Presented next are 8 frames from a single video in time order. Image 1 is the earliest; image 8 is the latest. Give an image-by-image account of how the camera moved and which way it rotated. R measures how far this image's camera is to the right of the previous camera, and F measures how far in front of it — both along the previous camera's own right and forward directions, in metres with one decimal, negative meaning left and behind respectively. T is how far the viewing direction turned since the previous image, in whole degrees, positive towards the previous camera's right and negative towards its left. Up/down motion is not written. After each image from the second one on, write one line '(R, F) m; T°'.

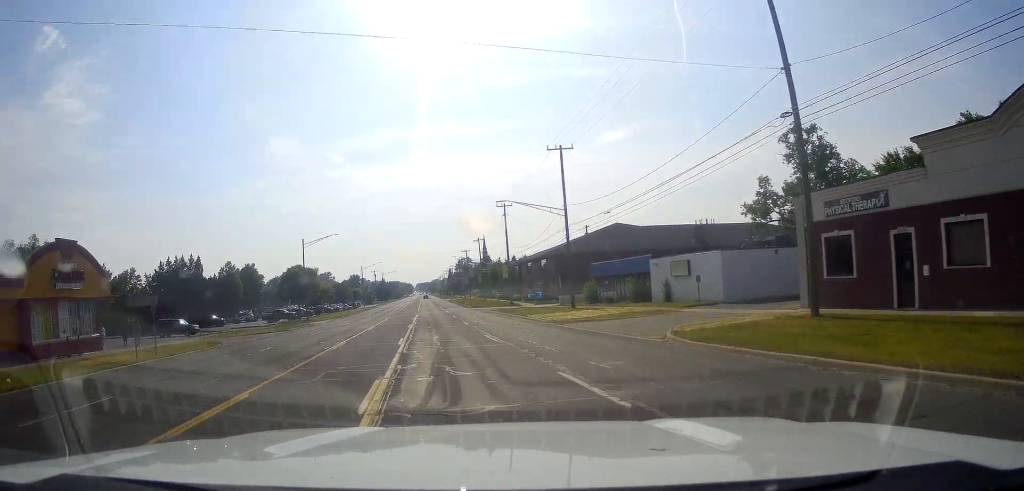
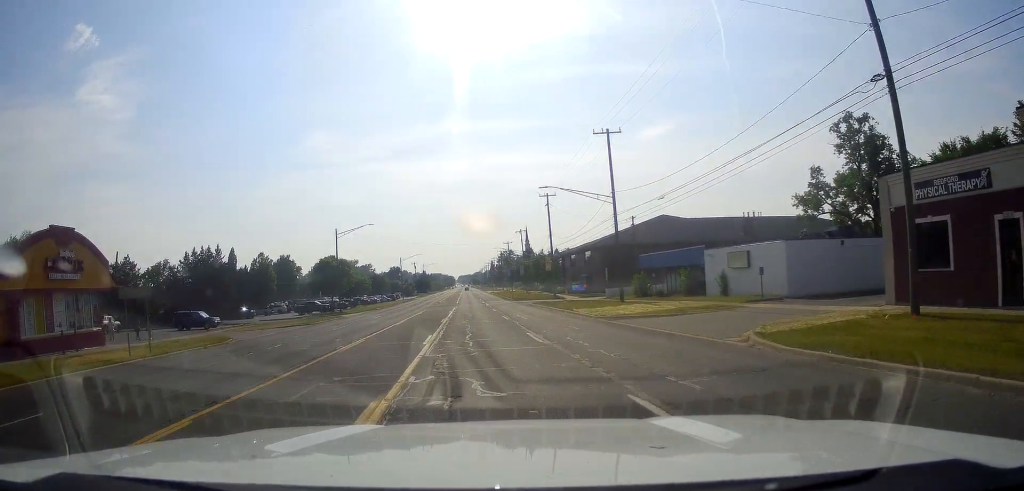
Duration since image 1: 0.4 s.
(-0.2, +4.0) m; -2°
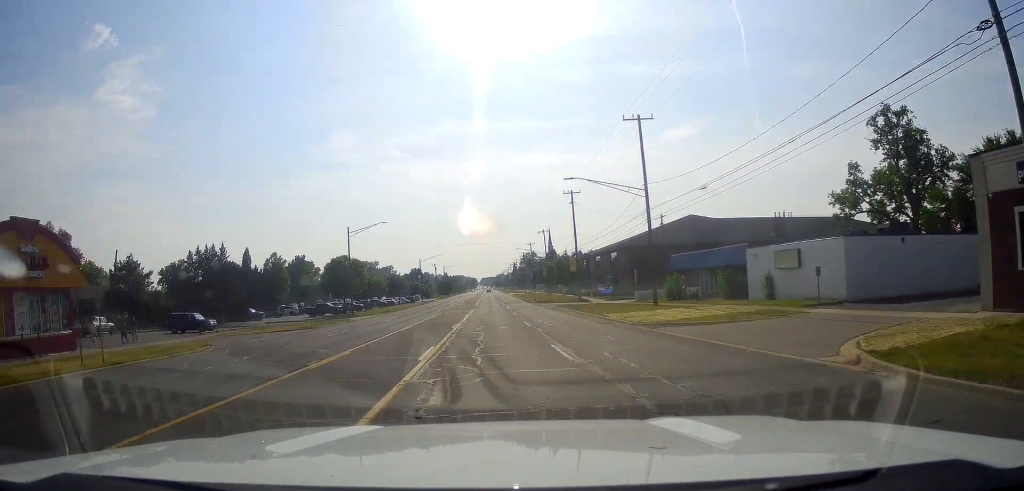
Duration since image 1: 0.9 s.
(-0.1, +4.7) m; -2°
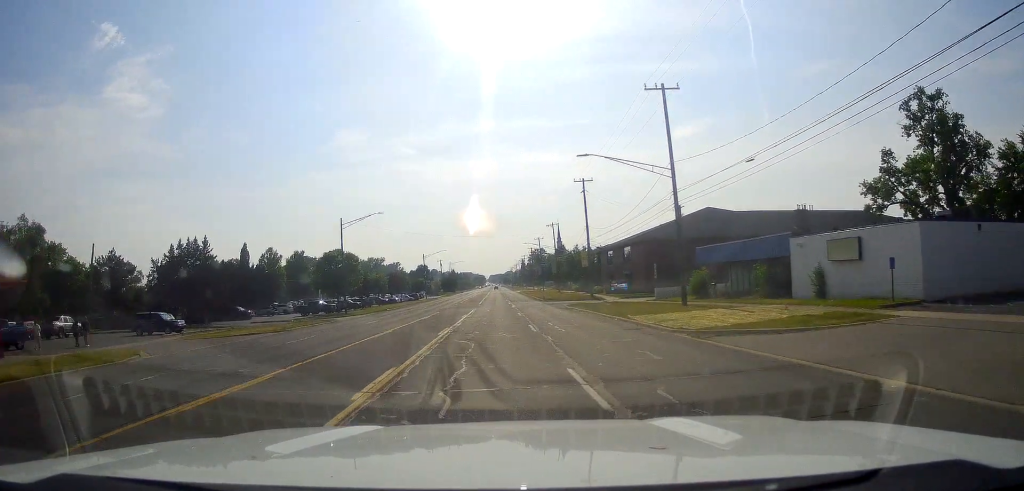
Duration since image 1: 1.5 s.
(0.0, +6.7) m; -4°
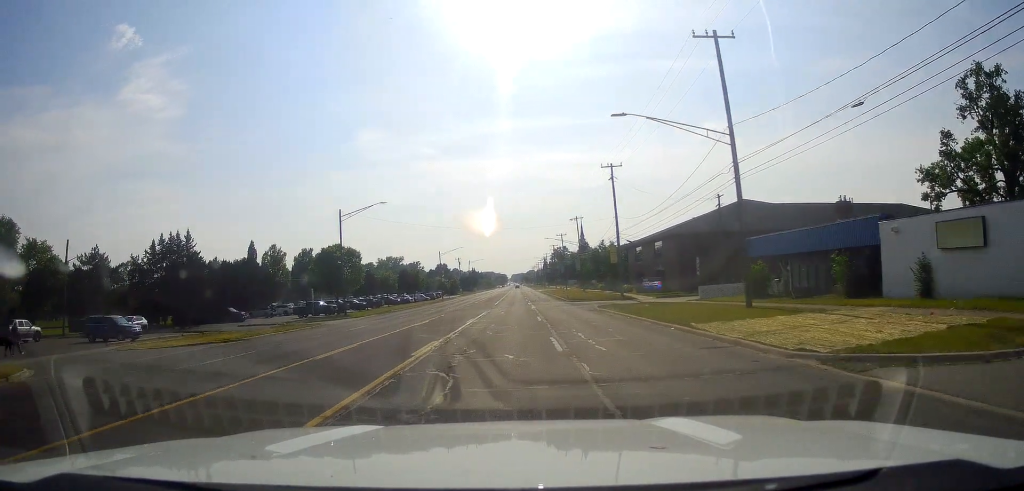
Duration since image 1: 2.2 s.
(-0.4, +8.6) m; -3°
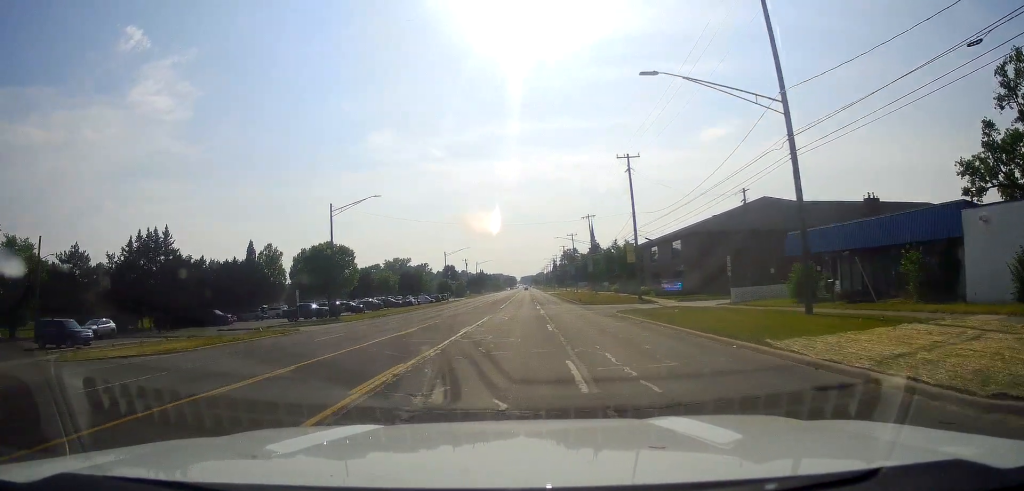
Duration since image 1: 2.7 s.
(-0.4, +6.1) m; -1°
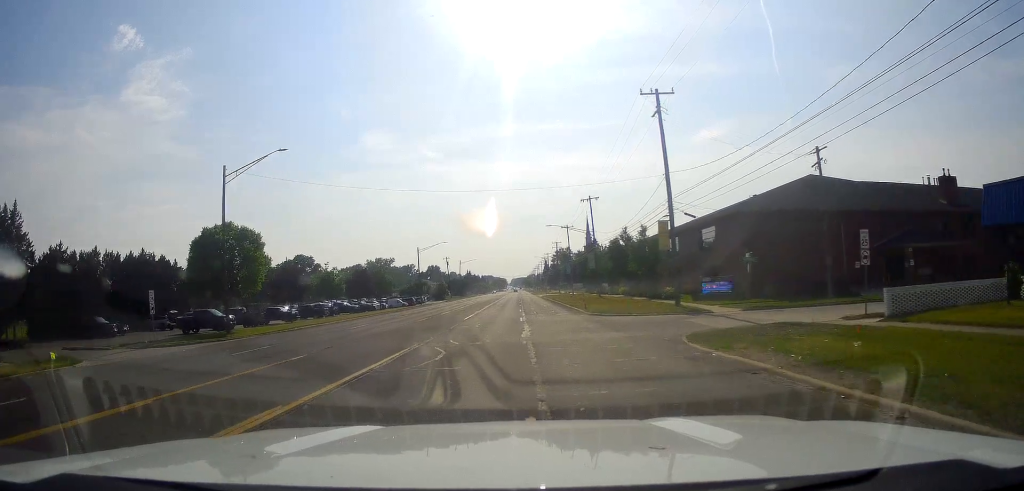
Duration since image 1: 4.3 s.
(+0.7, +21.1) m; +2°
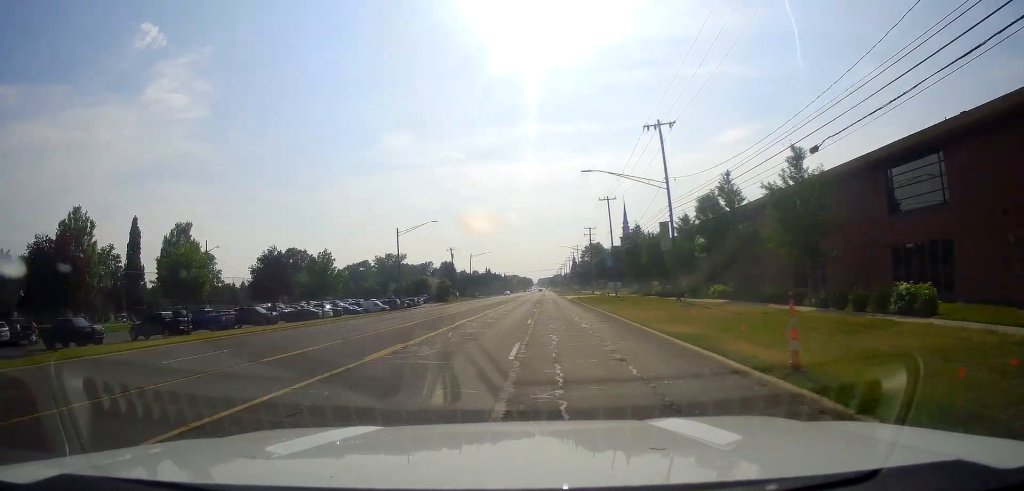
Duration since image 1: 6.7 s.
(0.0, +35.3) m; -2°
